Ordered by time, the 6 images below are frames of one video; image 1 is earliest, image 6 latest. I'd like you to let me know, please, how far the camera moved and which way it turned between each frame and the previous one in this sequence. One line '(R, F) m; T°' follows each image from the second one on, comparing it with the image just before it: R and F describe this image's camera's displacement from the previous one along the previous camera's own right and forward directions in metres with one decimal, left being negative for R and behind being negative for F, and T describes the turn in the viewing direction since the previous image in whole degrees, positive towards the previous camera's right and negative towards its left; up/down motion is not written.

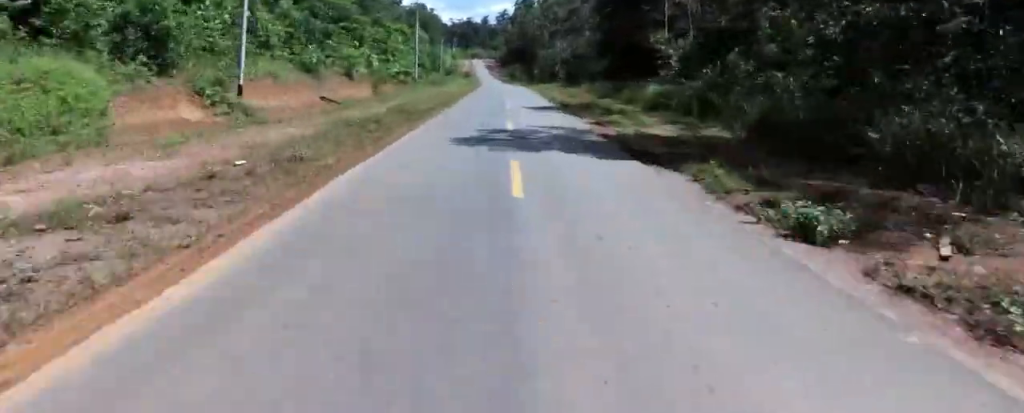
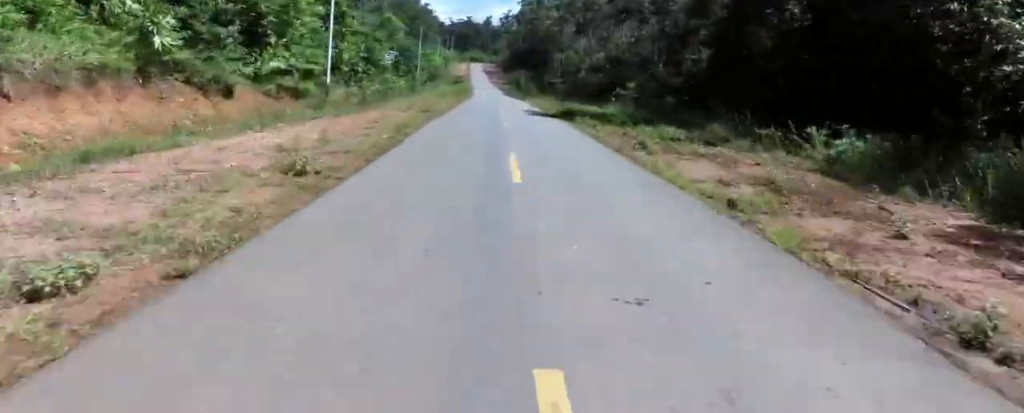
(-2.6, +38.7) m; -2°
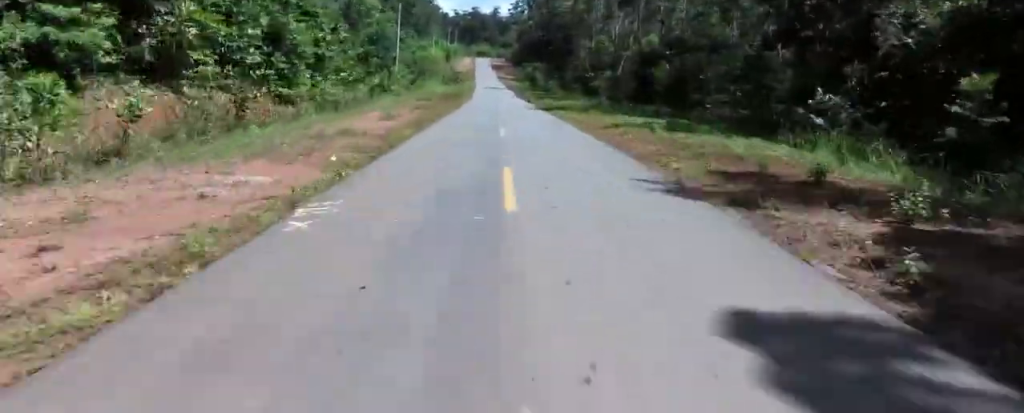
(+0.9, +25.5) m; +2°
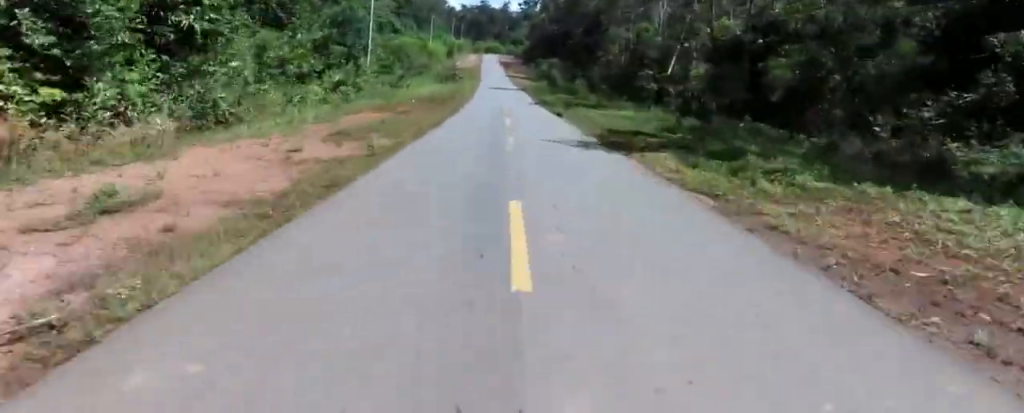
(0.0, +18.2) m; 0°
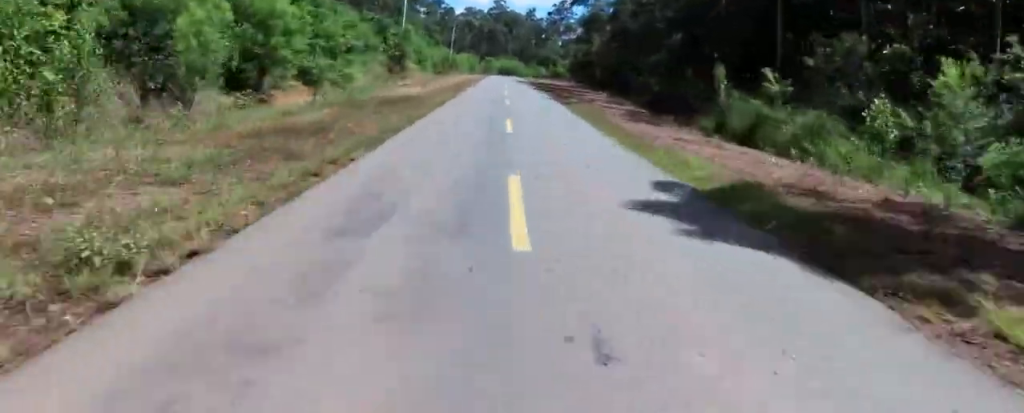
(-2.4, +96.5) m; -4°
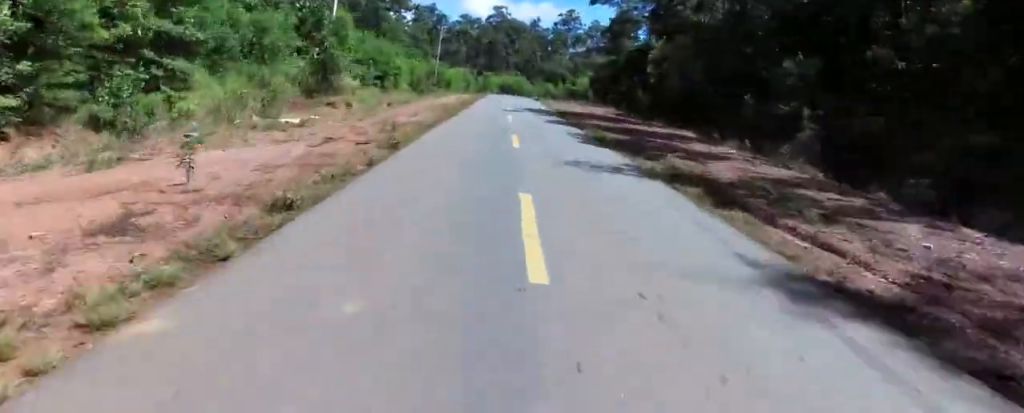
(+0.2, +24.2) m; +2°
